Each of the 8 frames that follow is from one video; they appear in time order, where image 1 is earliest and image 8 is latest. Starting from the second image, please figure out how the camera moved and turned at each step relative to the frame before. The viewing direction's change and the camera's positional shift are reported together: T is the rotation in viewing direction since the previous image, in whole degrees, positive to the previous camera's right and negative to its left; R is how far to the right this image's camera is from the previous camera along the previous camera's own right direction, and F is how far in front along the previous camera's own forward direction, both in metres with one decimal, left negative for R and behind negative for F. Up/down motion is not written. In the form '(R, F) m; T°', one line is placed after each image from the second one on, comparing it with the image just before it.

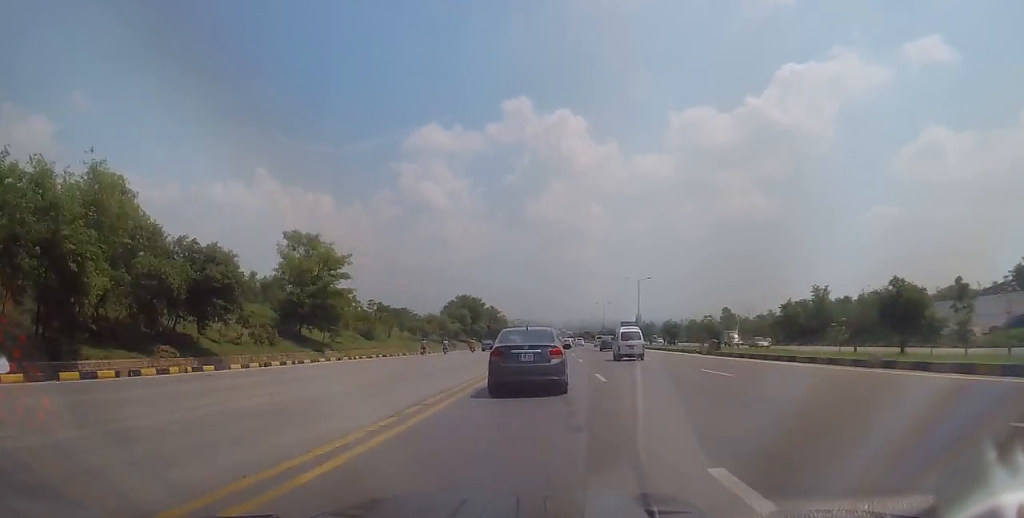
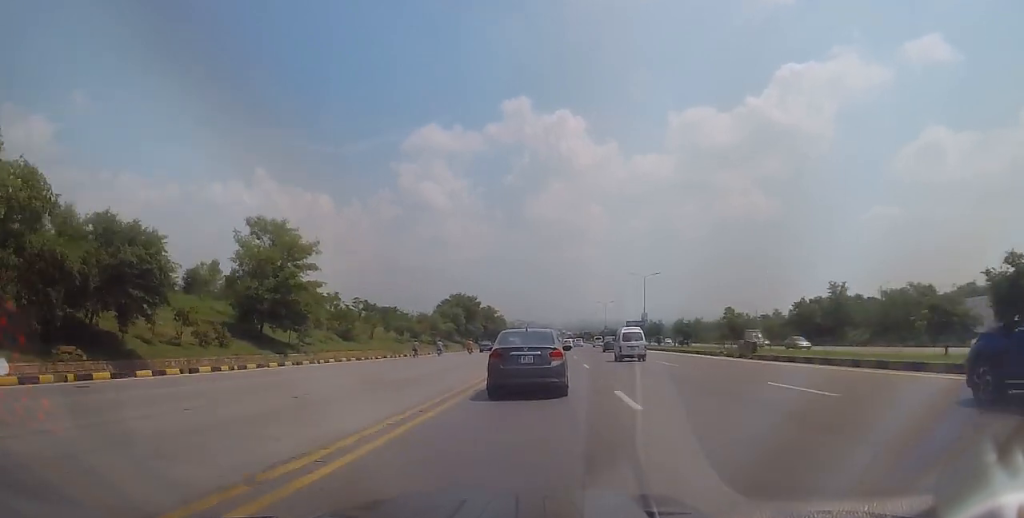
(-0.1, +6.9) m; 0°
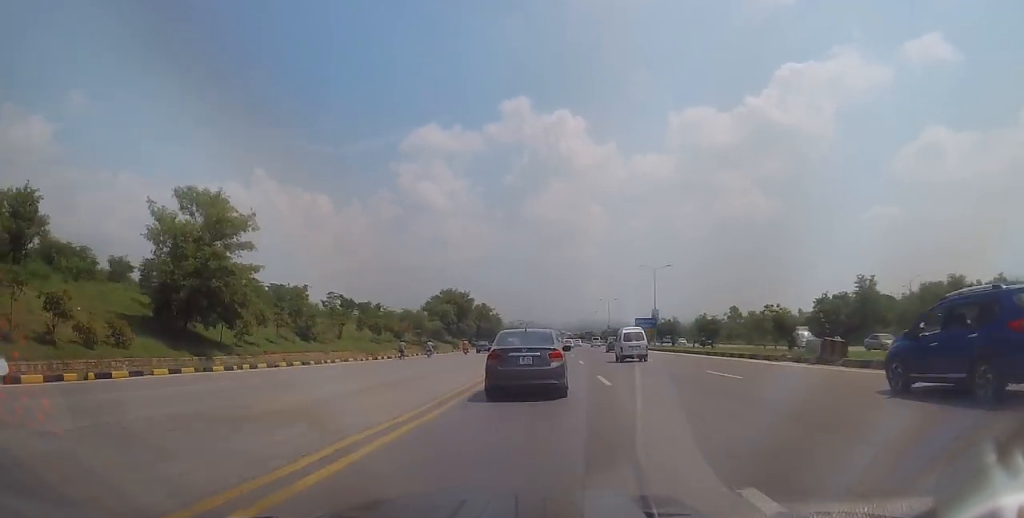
(0.0, +9.8) m; 0°
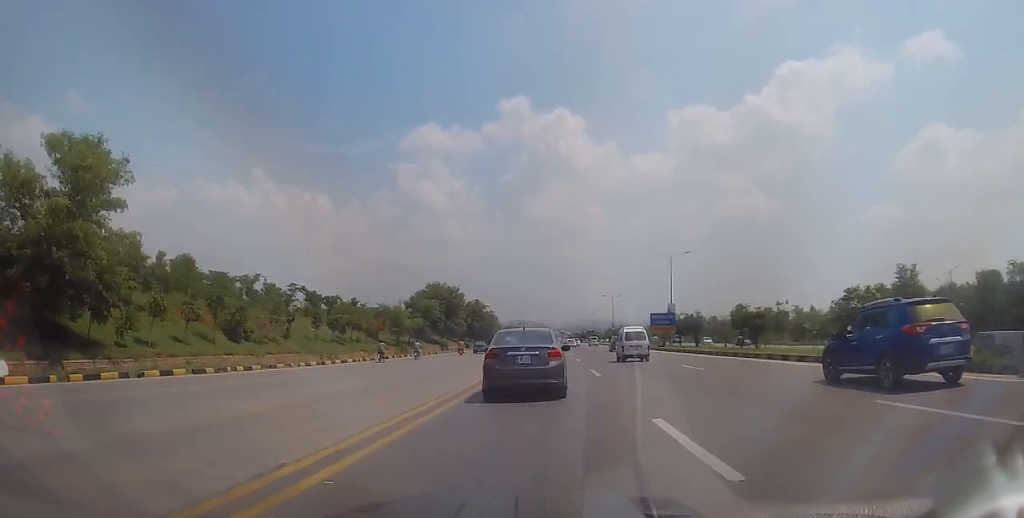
(0.0, +11.4) m; +1°
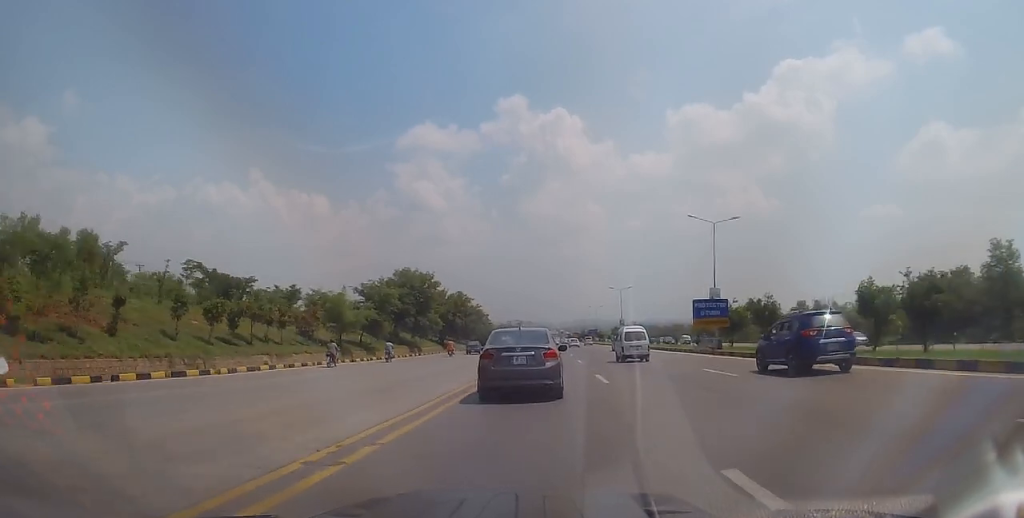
(+0.1, +19.6) m; -1°
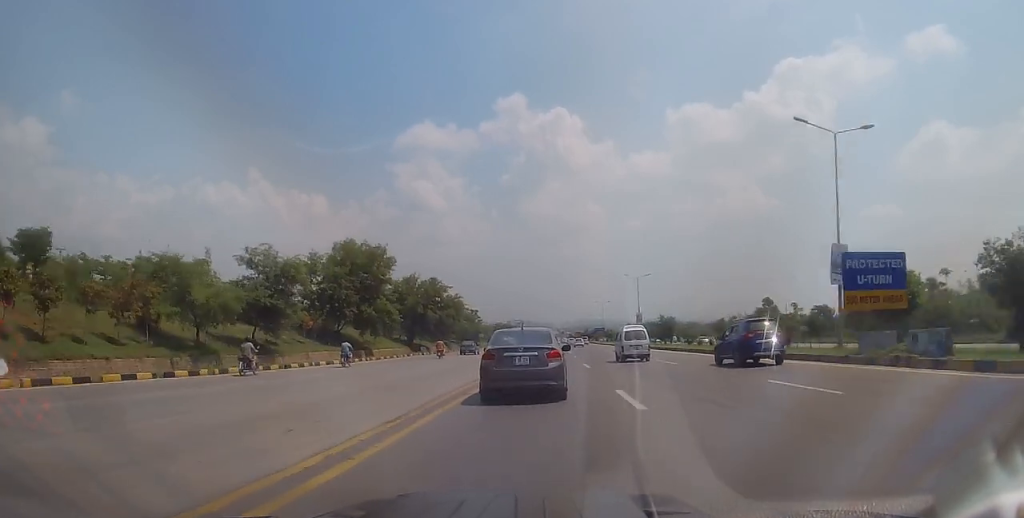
(-0.2, +22.8) m; 0°
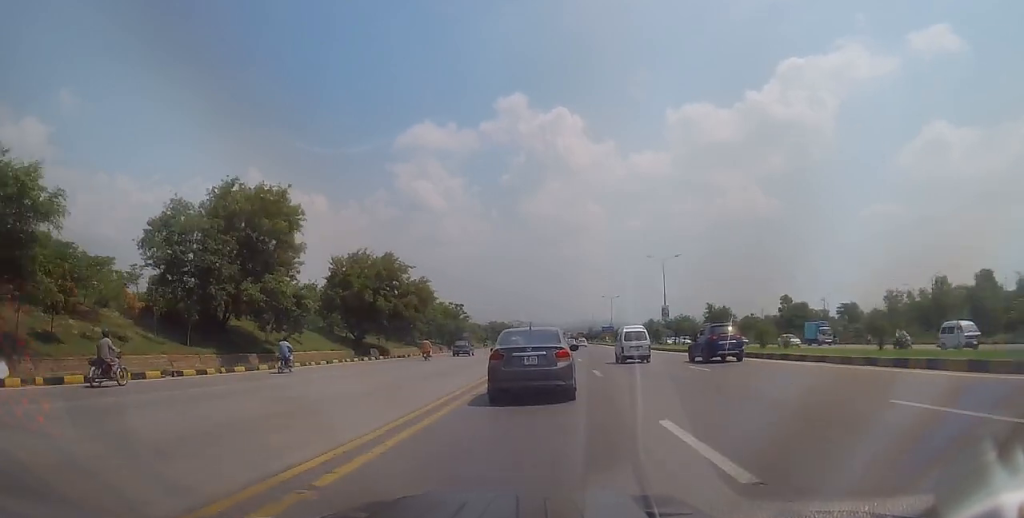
(-0.1, +21.8) m; 0°
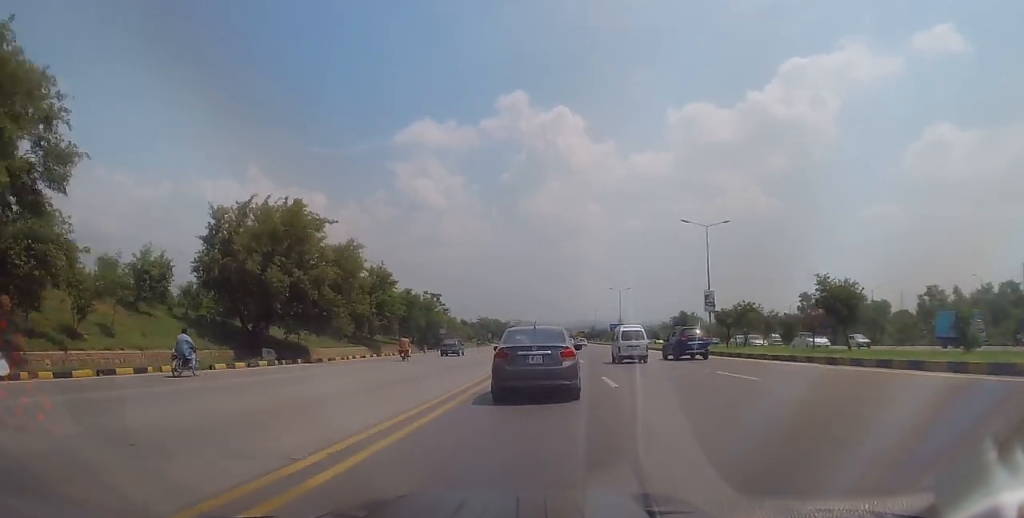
(+0.3, +21.3) m; +1°
